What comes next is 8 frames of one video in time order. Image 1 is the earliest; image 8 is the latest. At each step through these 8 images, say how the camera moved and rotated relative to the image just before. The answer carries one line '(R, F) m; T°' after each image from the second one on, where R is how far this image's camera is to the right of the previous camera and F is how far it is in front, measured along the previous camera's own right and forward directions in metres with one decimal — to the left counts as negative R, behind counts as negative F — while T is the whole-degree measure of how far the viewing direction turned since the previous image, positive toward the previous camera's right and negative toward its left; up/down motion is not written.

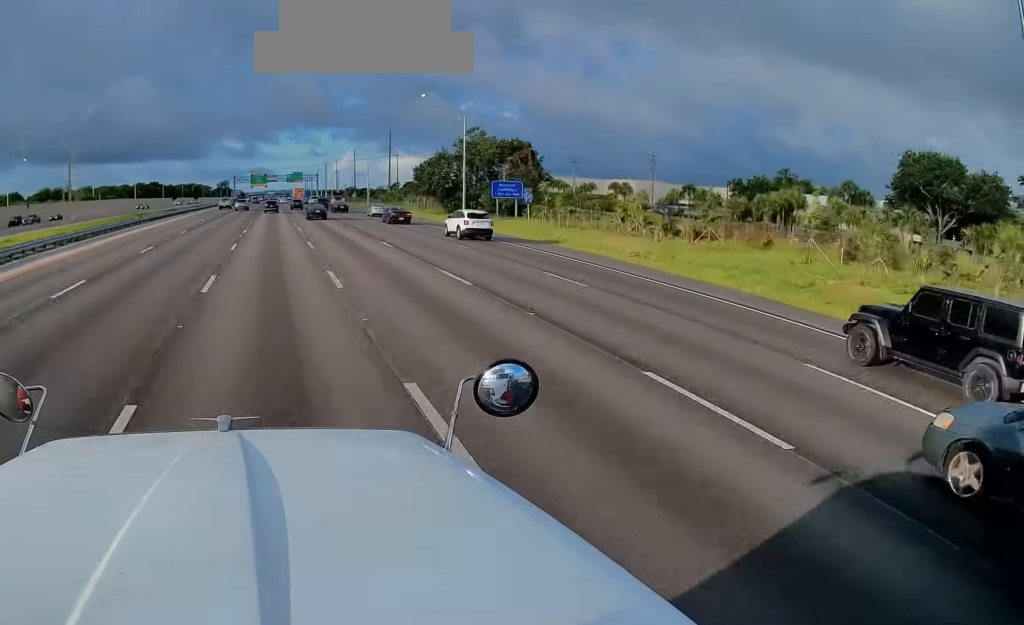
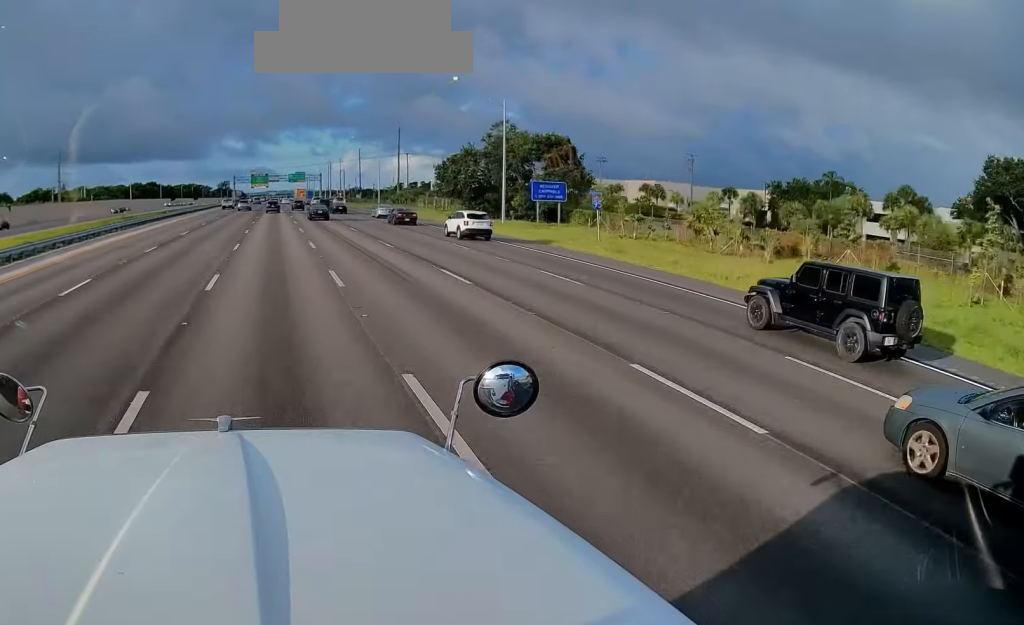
(0.0, +11.8) m; -1°
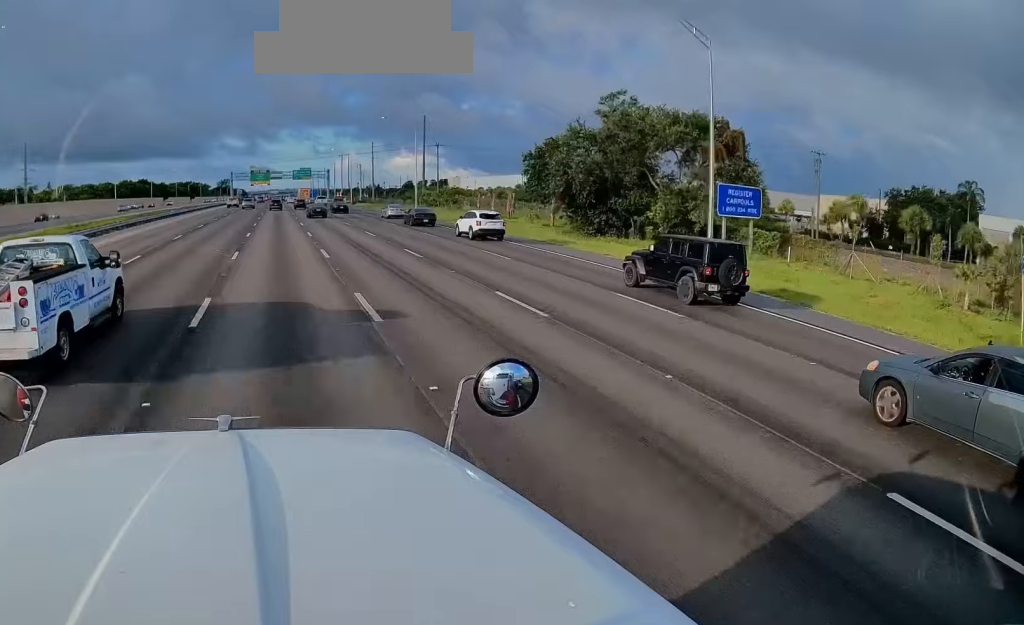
(-0.4, +29.6) m; 0°
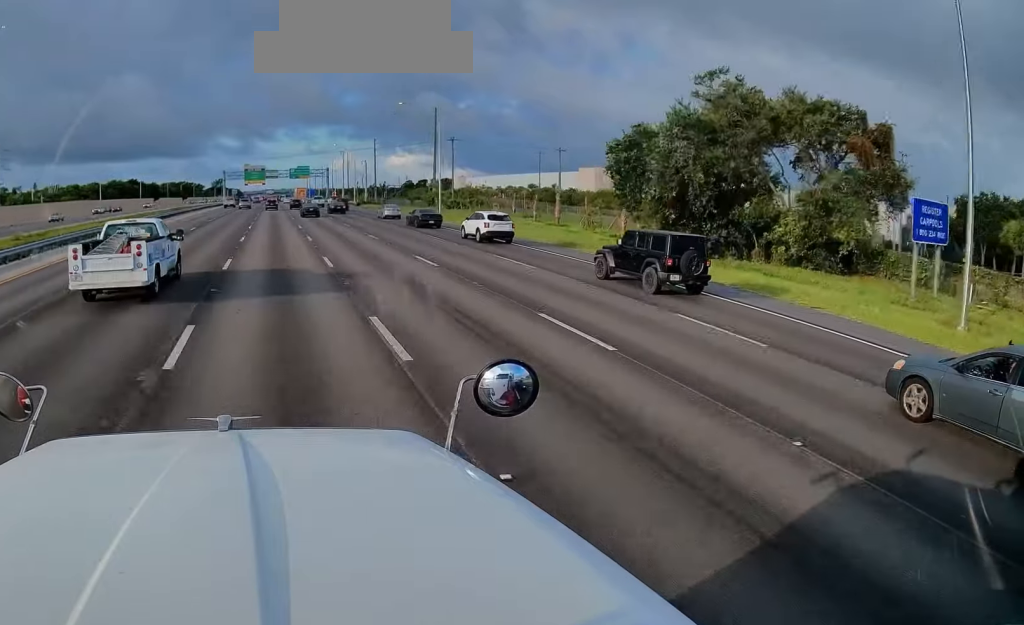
(+0.2, +15.3) m; +1°
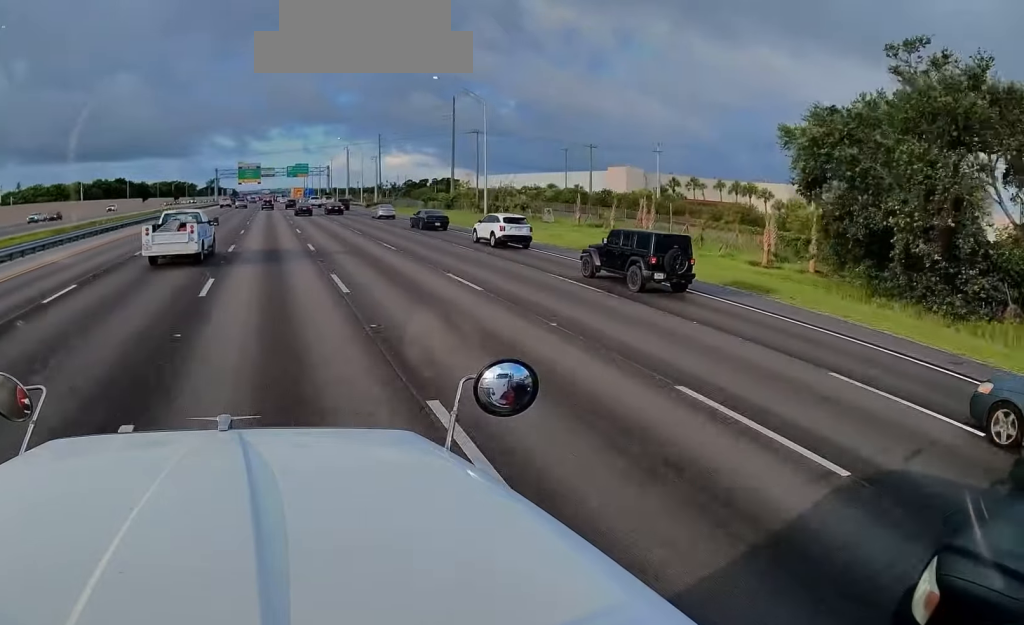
(0.0, +17.3) m; 0°
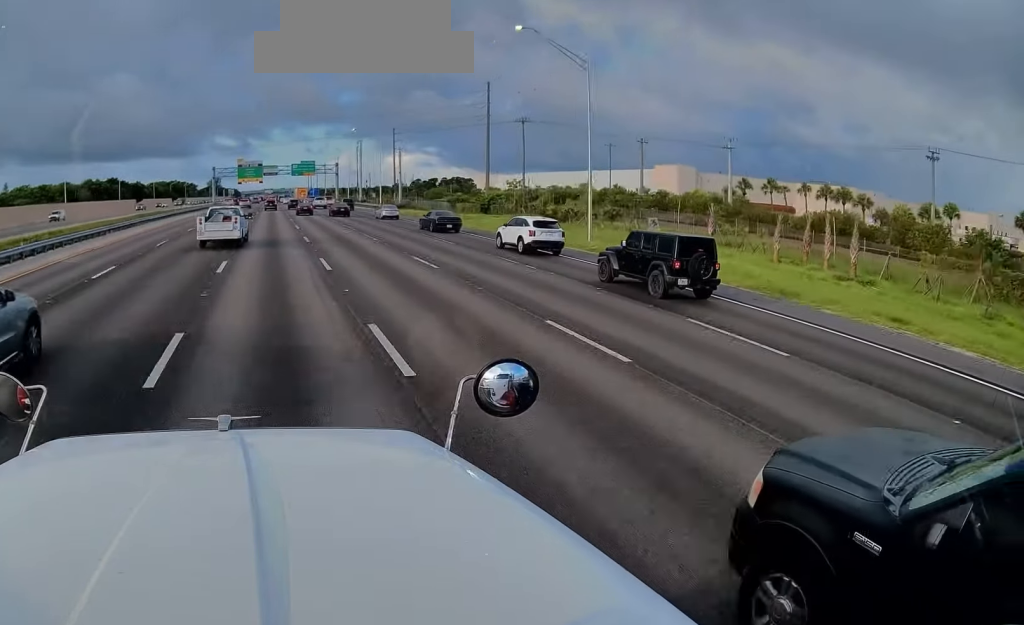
(0.0, +19.8) m; -2°
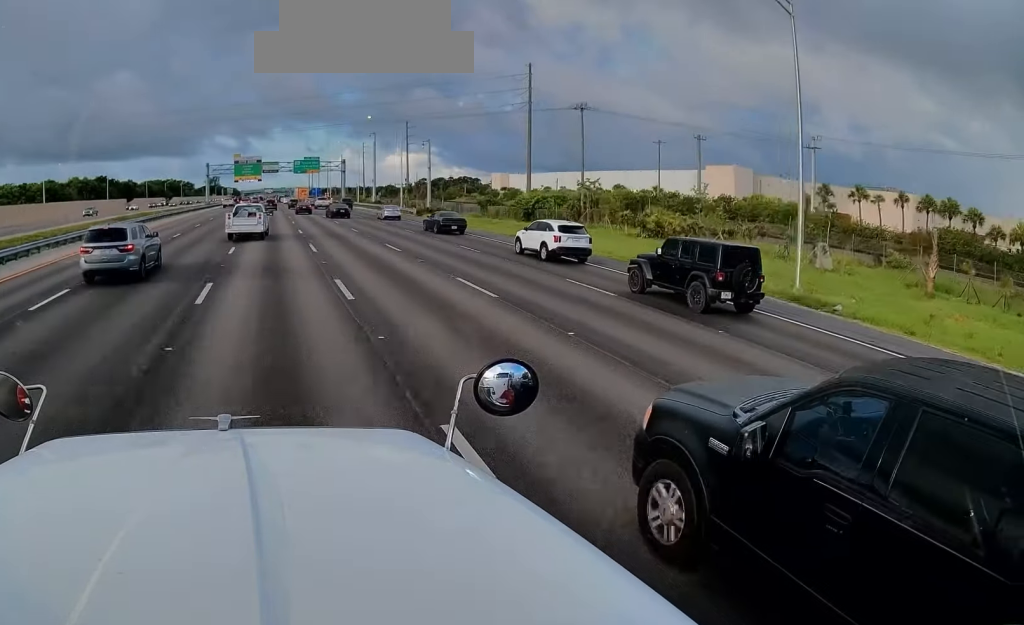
(-0.7, +18.0) m; -1°
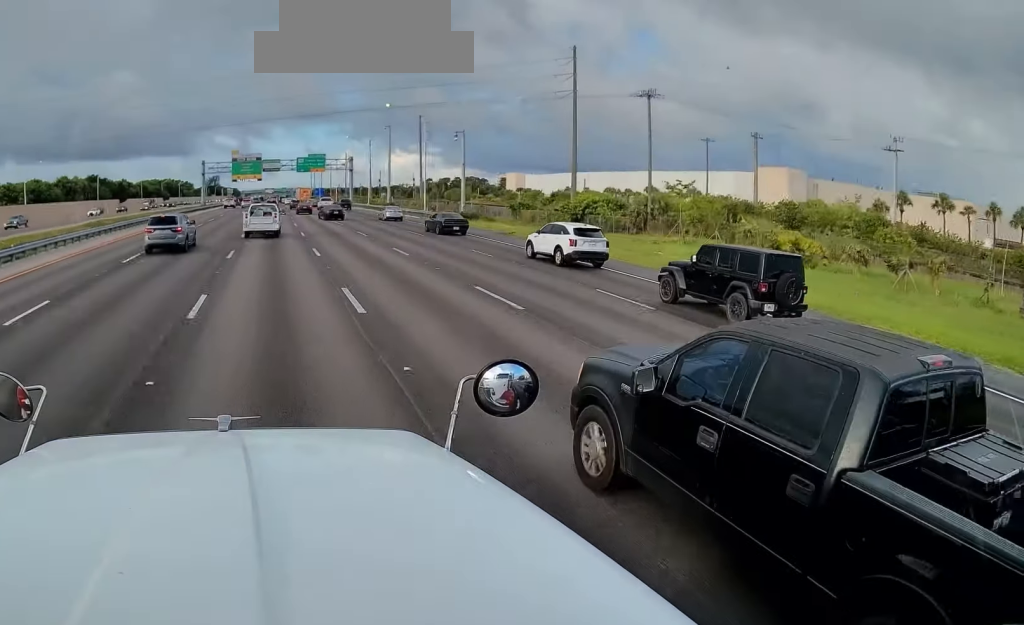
(+0.2, +13.7) m; +1°
